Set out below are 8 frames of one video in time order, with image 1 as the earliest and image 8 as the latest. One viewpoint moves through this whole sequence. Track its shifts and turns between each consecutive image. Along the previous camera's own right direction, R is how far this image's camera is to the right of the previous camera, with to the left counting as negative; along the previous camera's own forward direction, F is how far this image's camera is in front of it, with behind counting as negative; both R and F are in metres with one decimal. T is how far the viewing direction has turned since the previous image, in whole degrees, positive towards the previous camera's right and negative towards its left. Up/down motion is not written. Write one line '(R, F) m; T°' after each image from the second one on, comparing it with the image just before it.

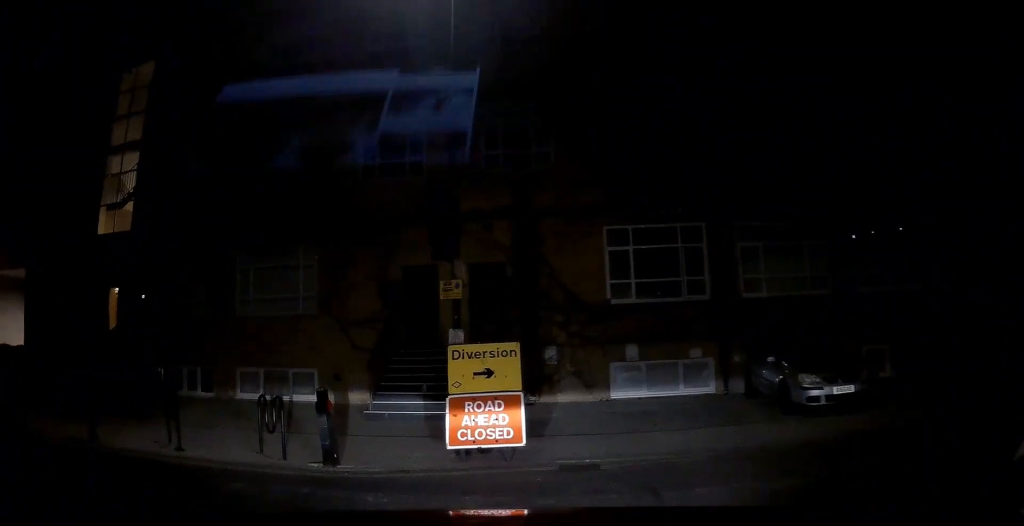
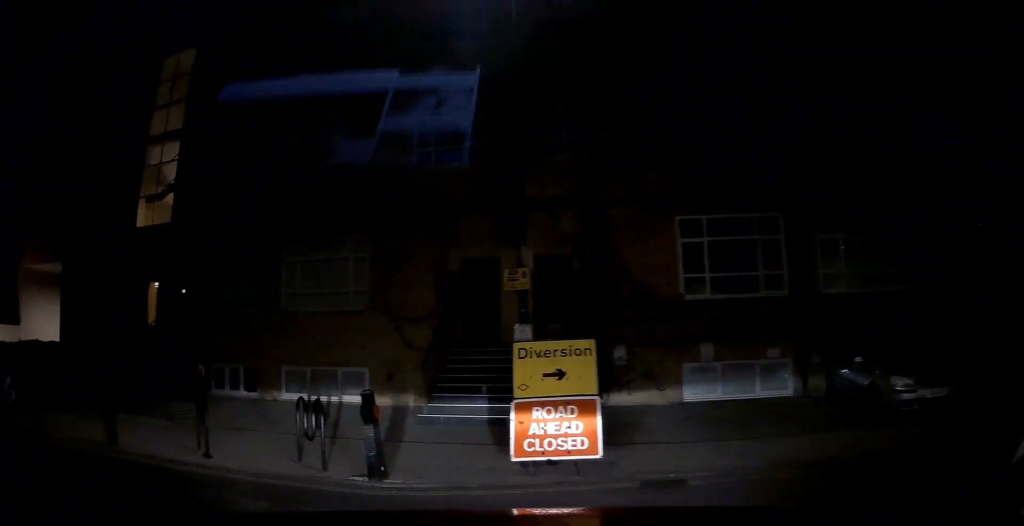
(0.0, +1.4) m; -8°
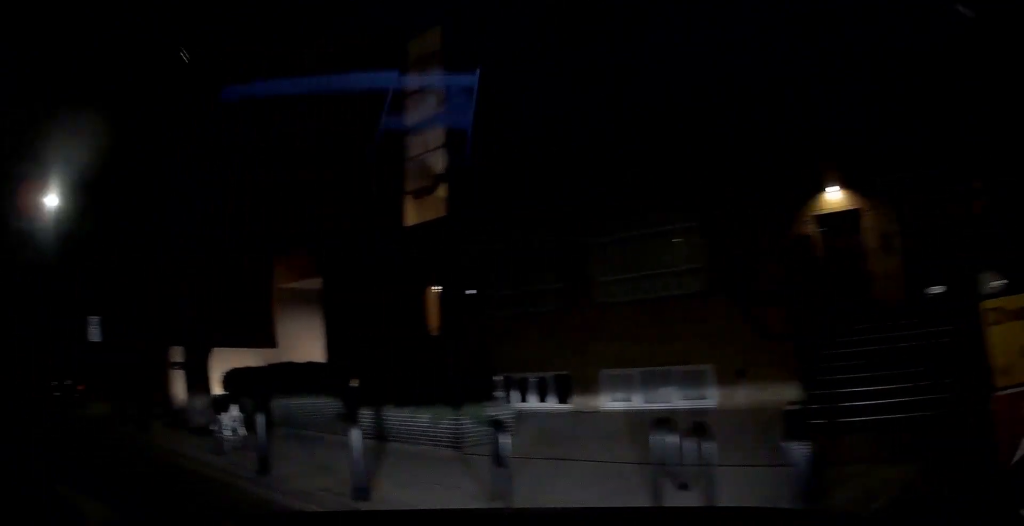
(-0.9, +2.5) m; -40°
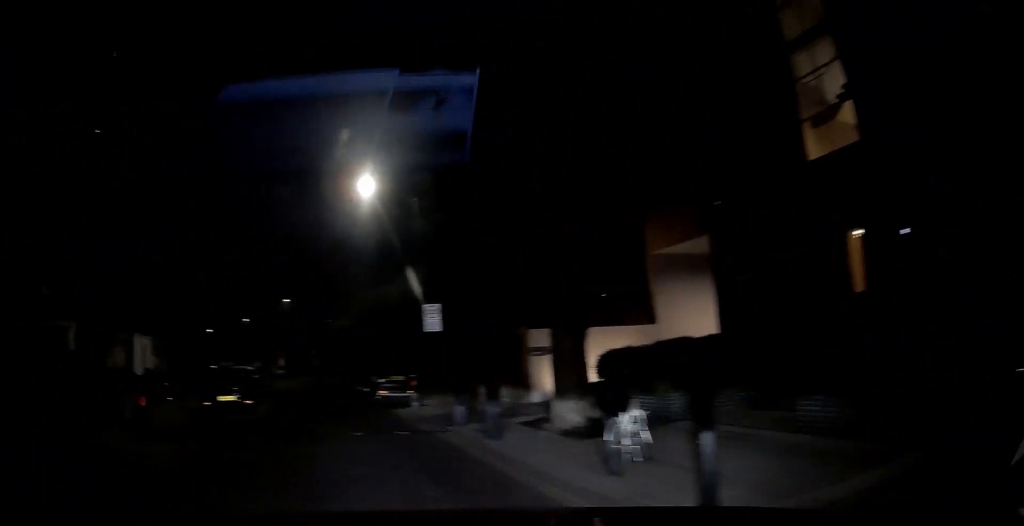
(-0.9, +3.1) m; -23°
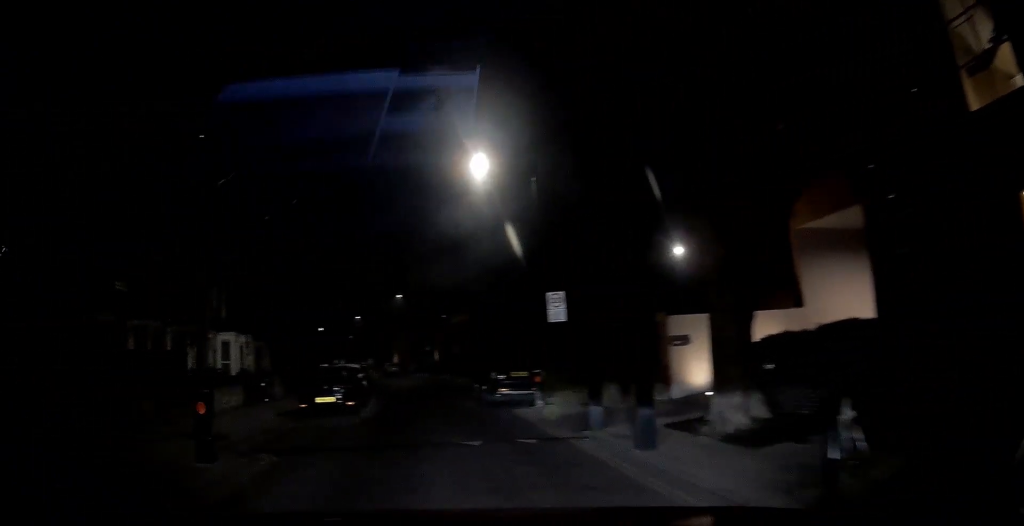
(-0.1, +2.0) m; -4°
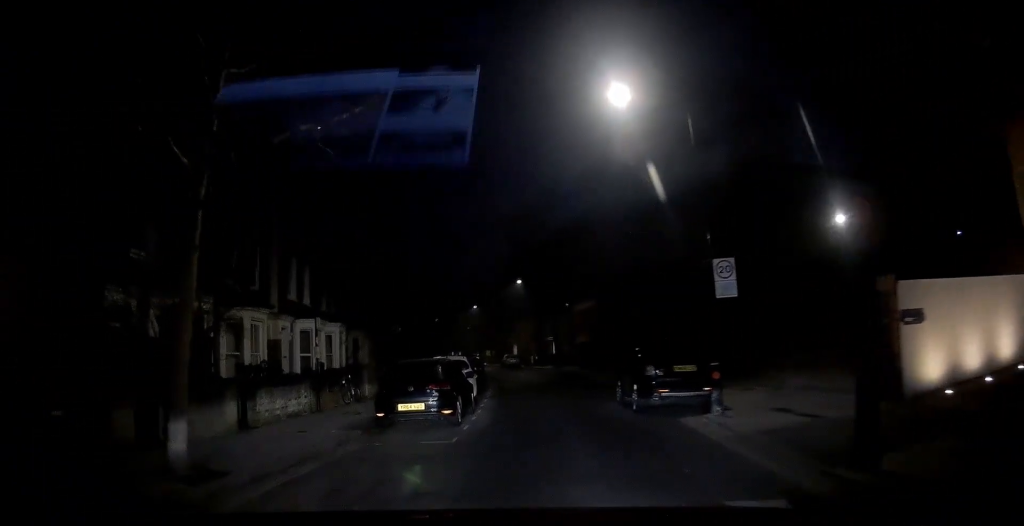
(-0.2, +5.0) m; -8°
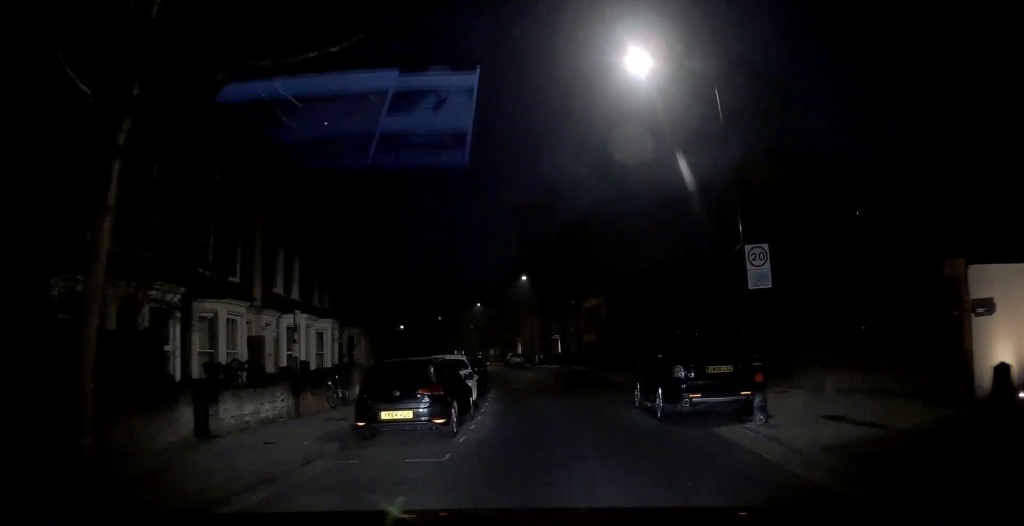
(-0.1, +2.2) m; -2°
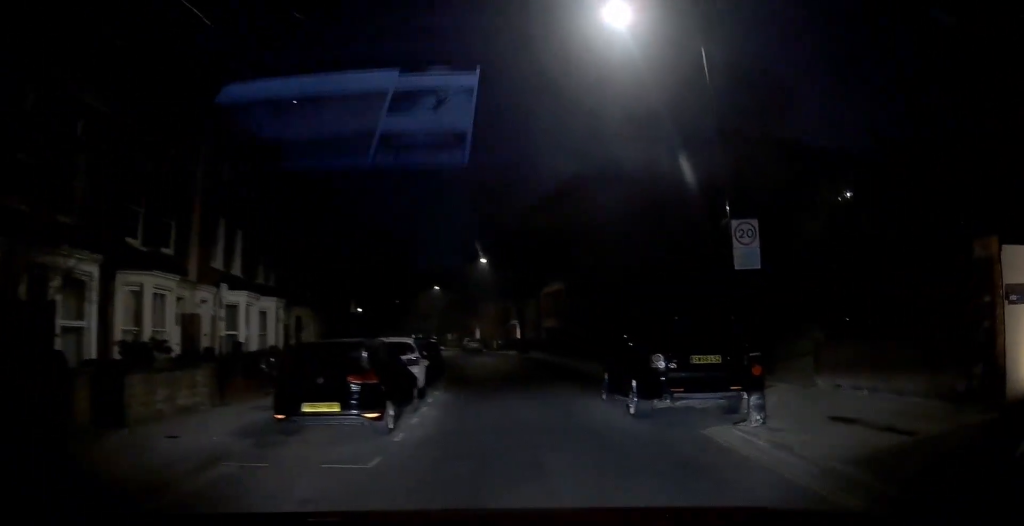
(-0.2, +2.3) m; +1°
